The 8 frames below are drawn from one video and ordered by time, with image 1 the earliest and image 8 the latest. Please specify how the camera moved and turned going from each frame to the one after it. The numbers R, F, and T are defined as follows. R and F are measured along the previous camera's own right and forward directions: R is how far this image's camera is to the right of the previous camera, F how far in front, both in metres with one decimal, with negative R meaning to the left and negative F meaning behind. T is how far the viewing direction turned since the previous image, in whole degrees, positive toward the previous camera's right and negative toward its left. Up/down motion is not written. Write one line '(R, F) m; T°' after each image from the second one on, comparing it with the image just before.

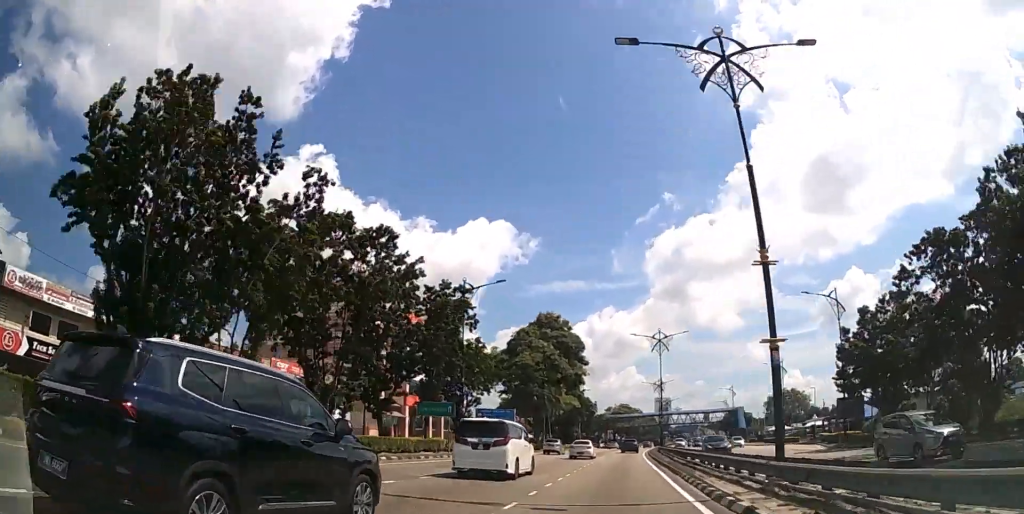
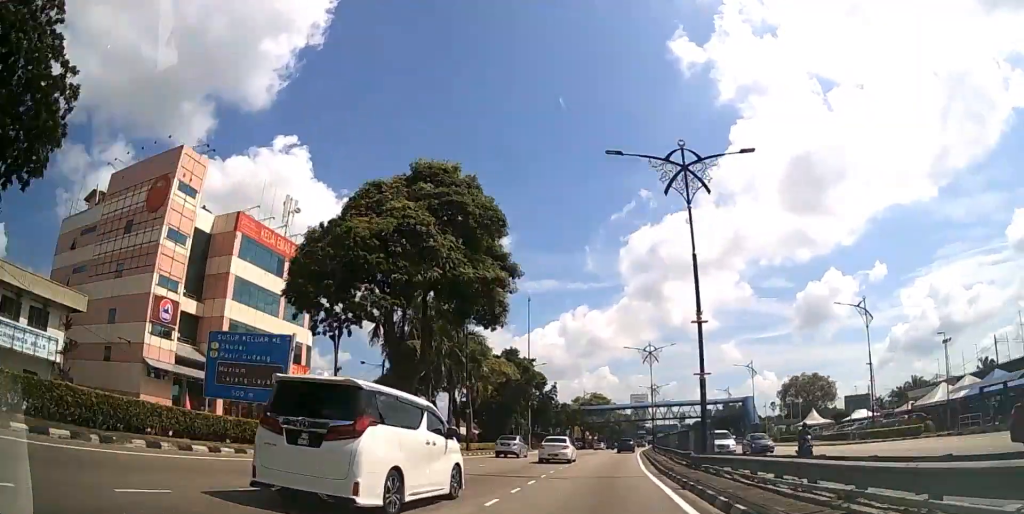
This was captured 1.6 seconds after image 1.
(+0.9, +38.1) m; +2°
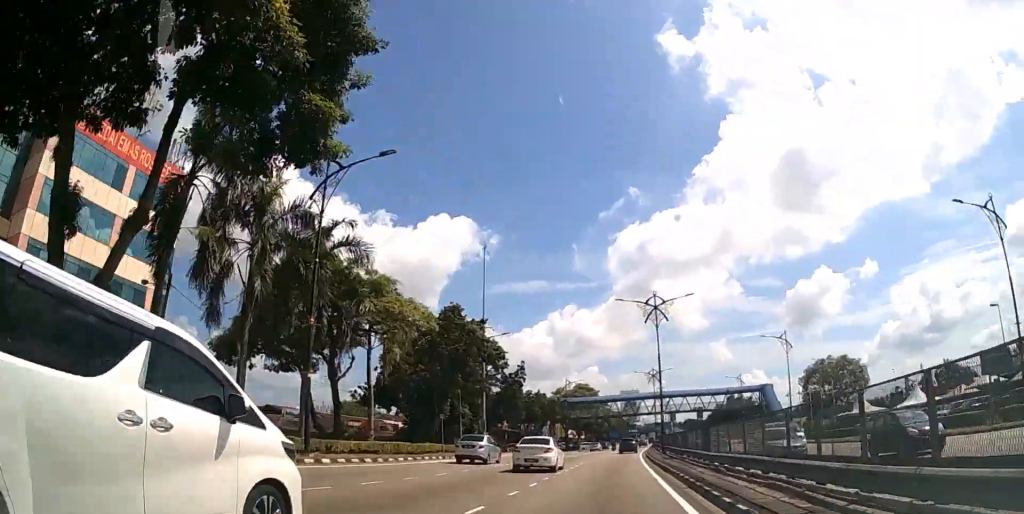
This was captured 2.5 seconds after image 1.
(+0.2, +23.2) m; +1°
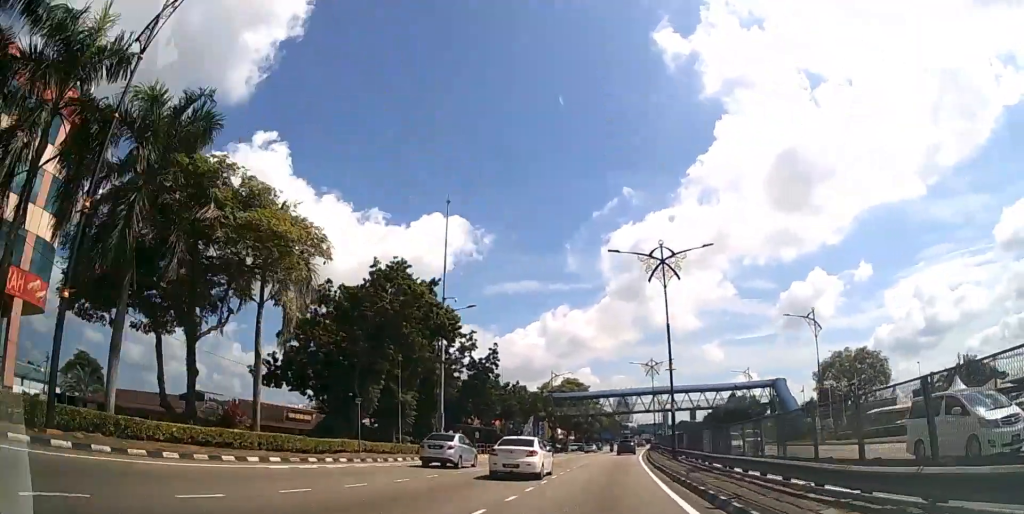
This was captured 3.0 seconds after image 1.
(-0.1, +11.5) m; +1°
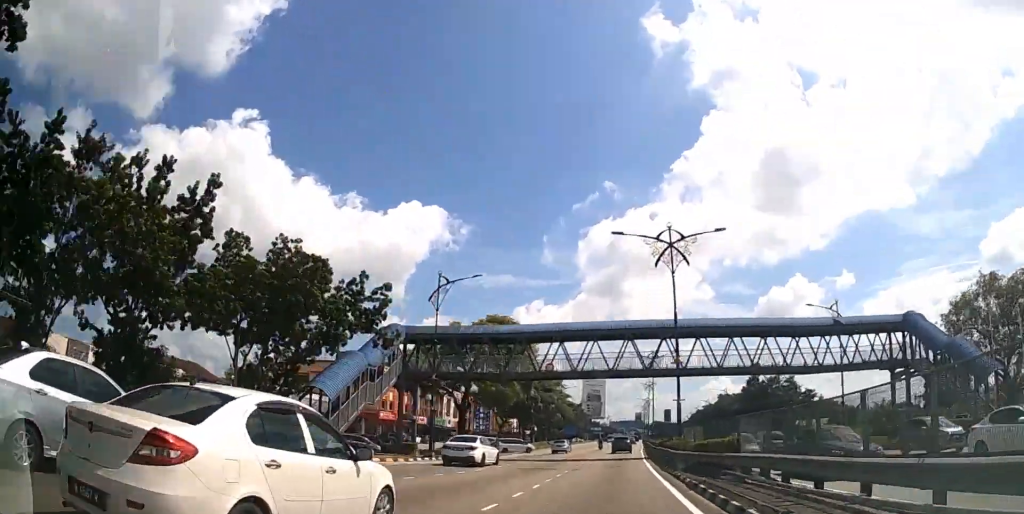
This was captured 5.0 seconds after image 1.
(+1.6, +48.5) m; +3°
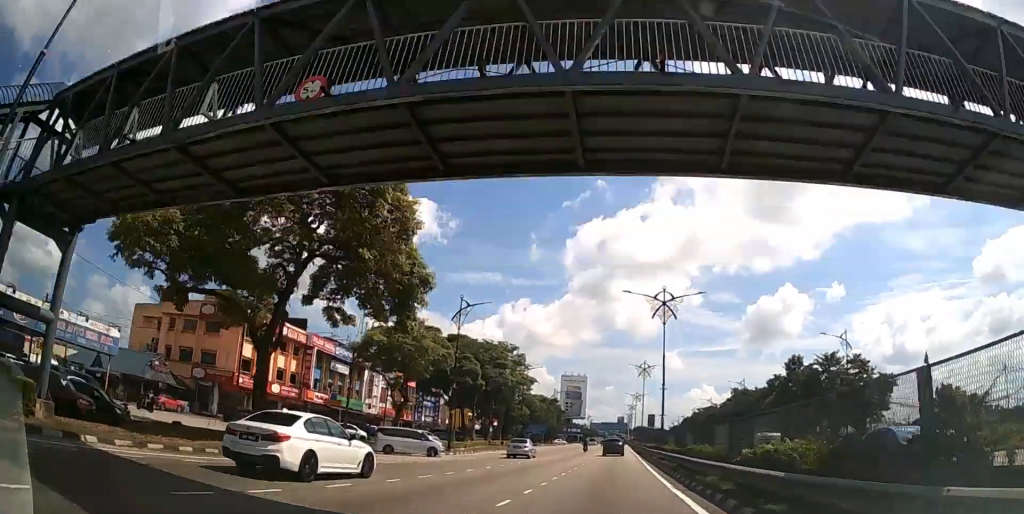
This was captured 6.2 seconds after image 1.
(+0.5, +31.5) m; +1°
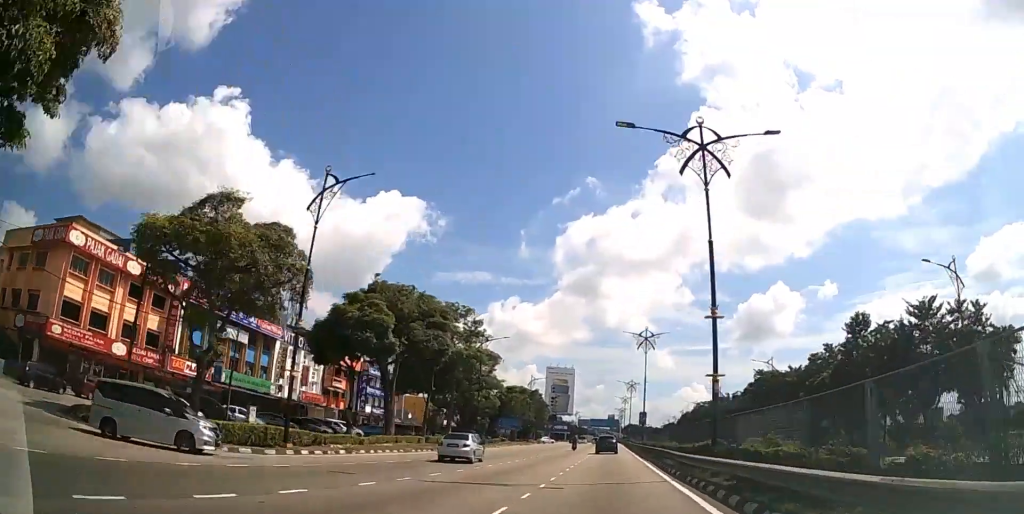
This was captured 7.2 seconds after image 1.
(+0.1, +23.3) m; +1°
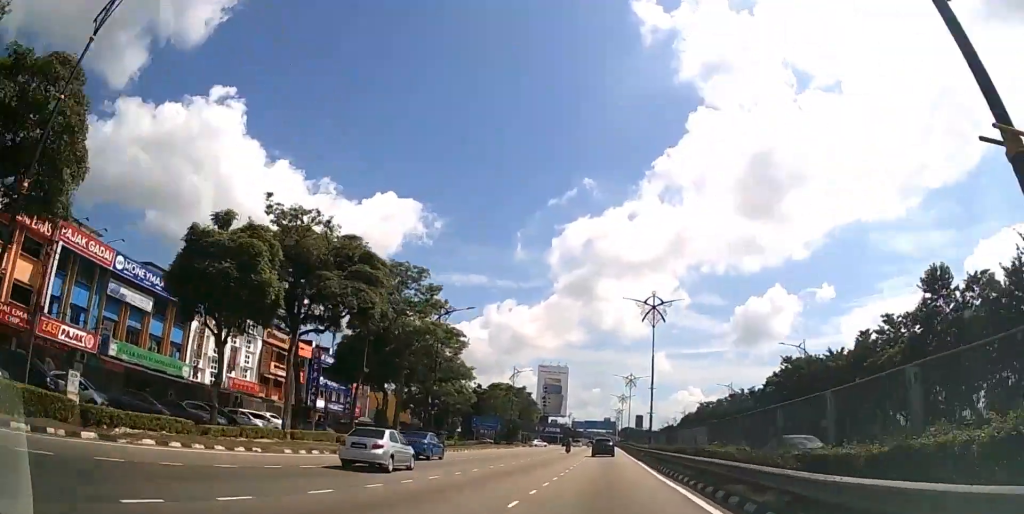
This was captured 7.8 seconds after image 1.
(+0.1, +15.0) m; 0°
